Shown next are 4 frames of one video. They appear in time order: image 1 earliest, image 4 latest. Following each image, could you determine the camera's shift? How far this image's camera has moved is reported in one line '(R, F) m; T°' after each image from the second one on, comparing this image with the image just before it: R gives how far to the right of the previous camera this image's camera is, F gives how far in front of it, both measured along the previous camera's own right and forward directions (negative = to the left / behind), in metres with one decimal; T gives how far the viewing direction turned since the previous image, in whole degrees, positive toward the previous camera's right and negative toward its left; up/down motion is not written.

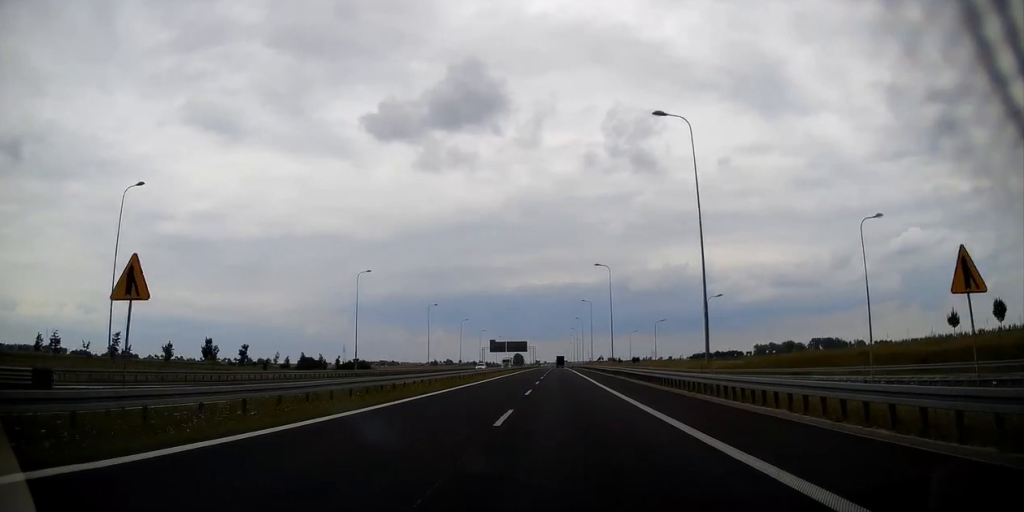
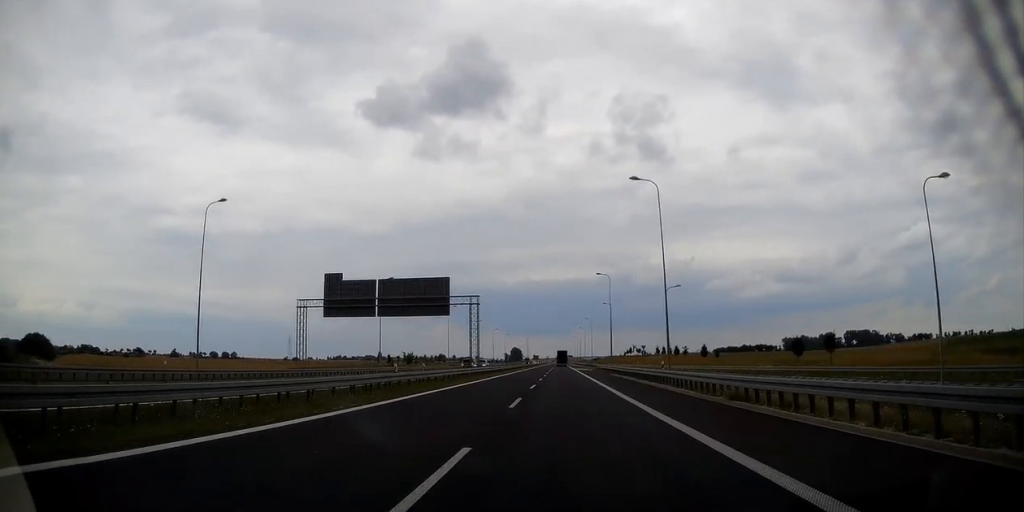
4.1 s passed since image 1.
(-0.1, +152.8) m; 0°
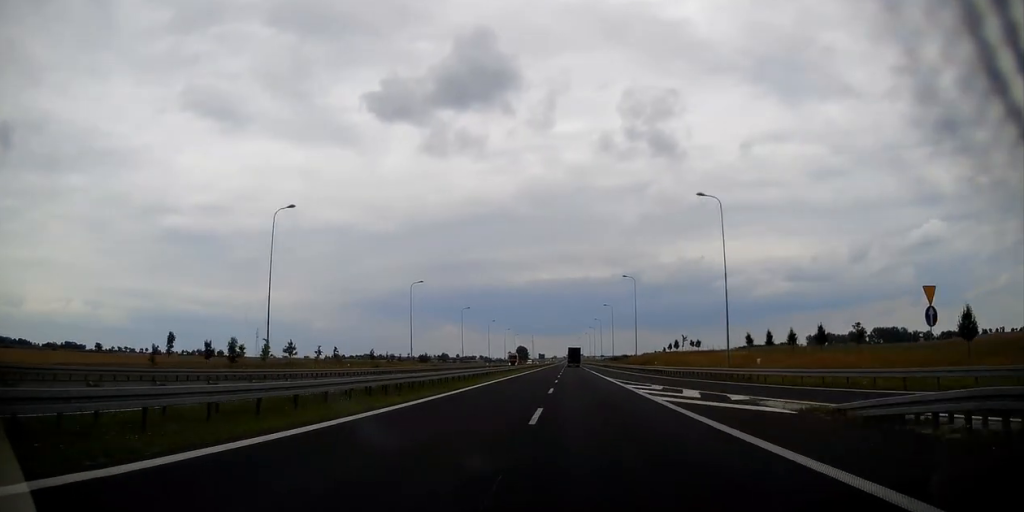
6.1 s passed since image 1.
(-0.5, +77.0) m; -1°
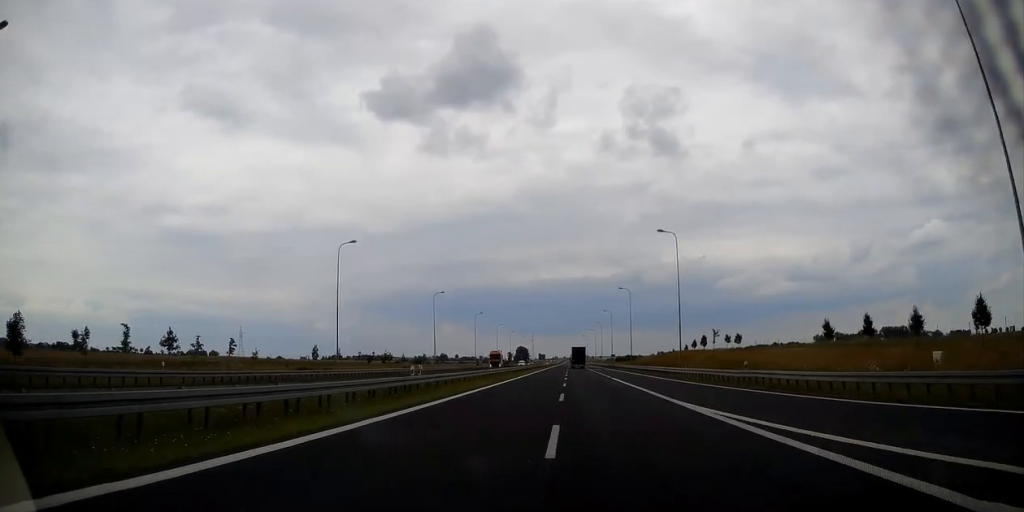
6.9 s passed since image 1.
(-0.1, +28.4) m; 0°
